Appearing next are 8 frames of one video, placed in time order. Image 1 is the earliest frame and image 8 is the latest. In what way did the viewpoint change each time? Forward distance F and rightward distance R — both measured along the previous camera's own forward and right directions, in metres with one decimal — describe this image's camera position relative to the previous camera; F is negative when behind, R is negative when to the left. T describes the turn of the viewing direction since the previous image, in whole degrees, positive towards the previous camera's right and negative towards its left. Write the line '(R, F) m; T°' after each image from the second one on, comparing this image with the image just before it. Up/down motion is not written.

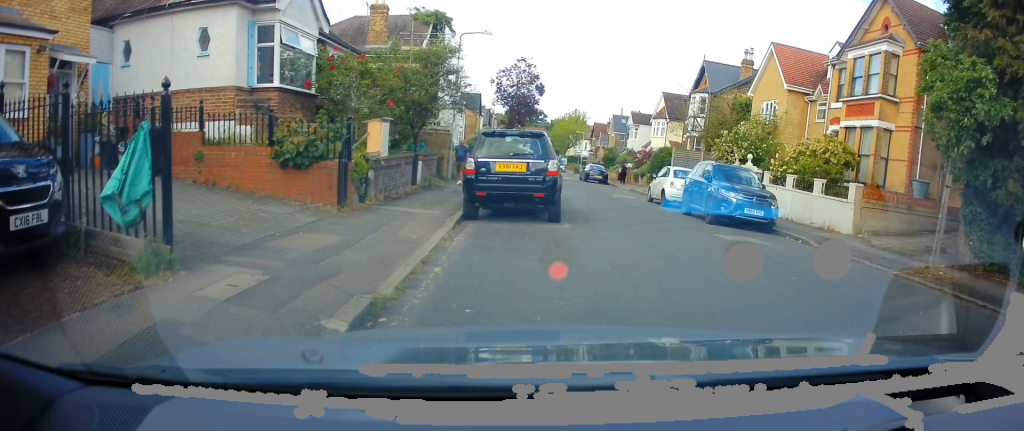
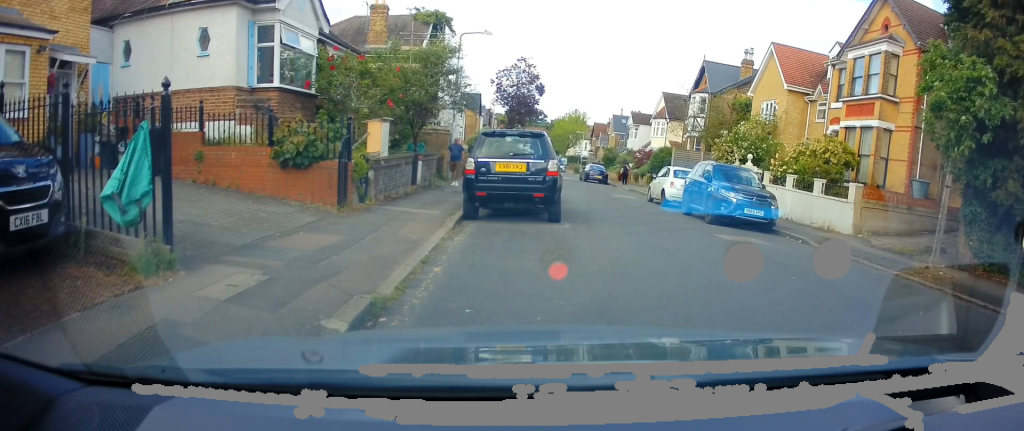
(0.0, 0.0) m; 0°
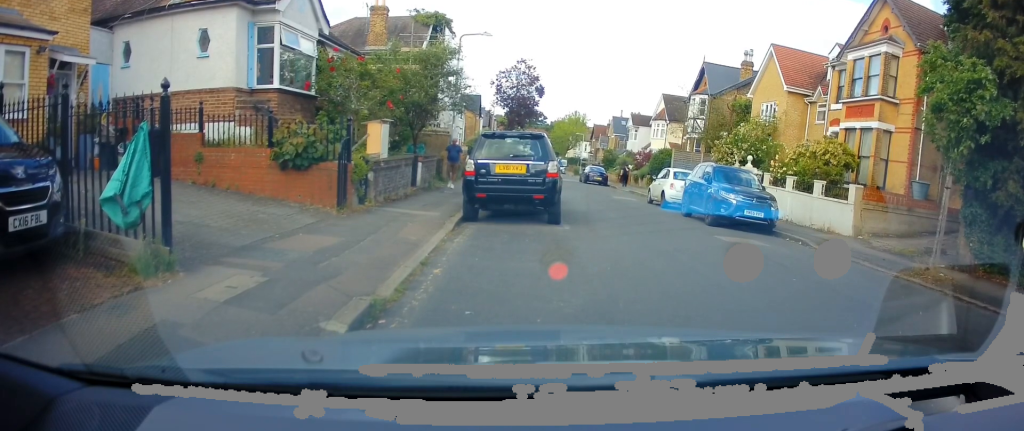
(0.0, 0.0) m; 0°
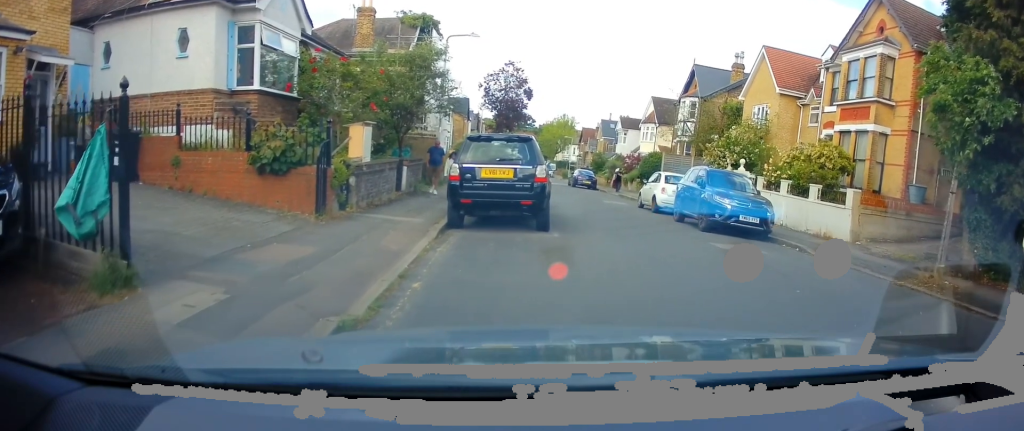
(-0.1, +0.1) m; 0°
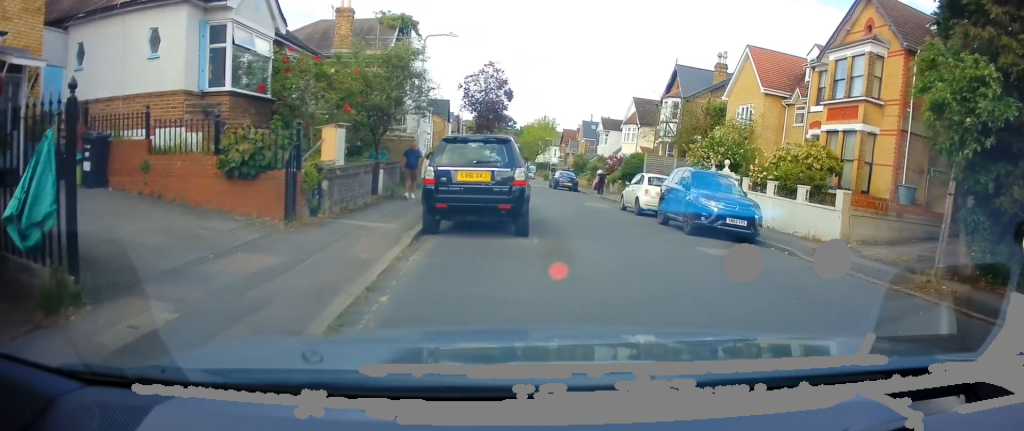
(-0.1, +0.3) m; 0°
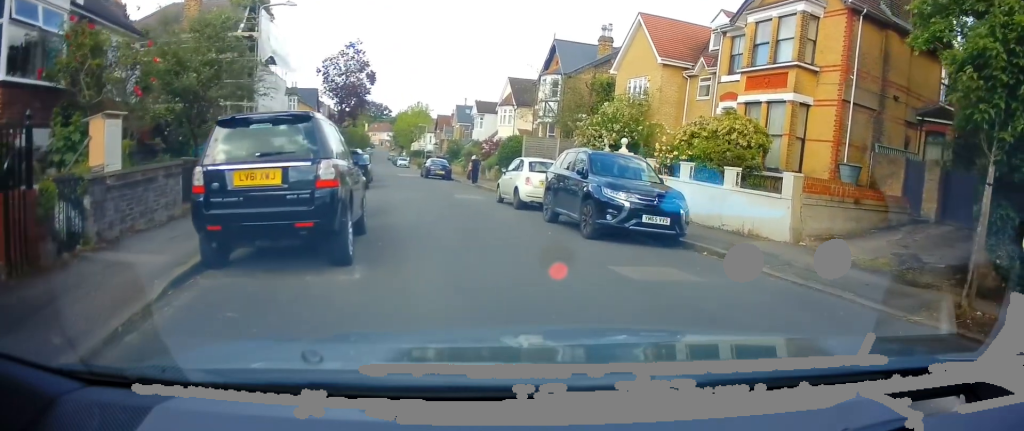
(+0.1, +2.7) m; 0°
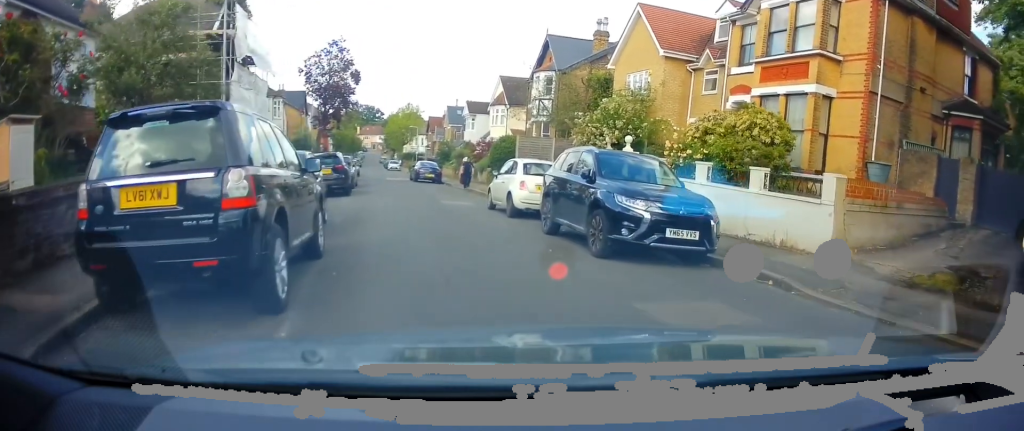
(-0.2, +1.9) m; 0°
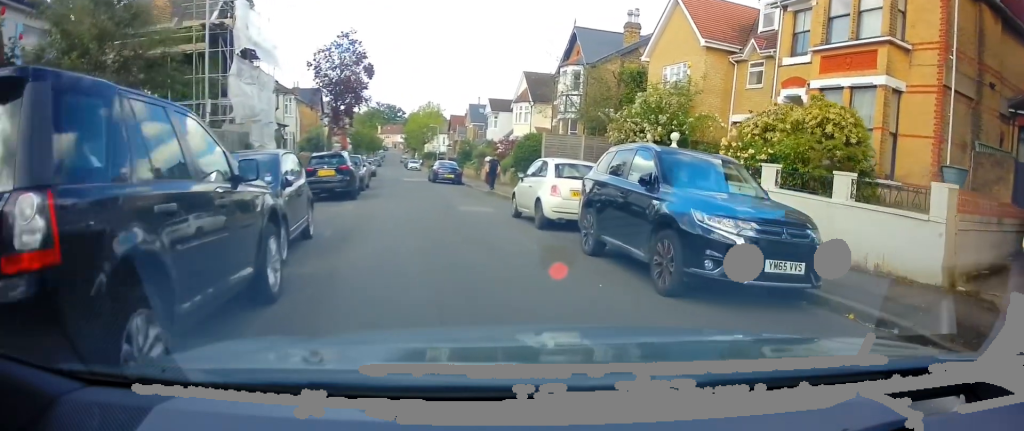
(+0.2, +2.2) m; 0°
